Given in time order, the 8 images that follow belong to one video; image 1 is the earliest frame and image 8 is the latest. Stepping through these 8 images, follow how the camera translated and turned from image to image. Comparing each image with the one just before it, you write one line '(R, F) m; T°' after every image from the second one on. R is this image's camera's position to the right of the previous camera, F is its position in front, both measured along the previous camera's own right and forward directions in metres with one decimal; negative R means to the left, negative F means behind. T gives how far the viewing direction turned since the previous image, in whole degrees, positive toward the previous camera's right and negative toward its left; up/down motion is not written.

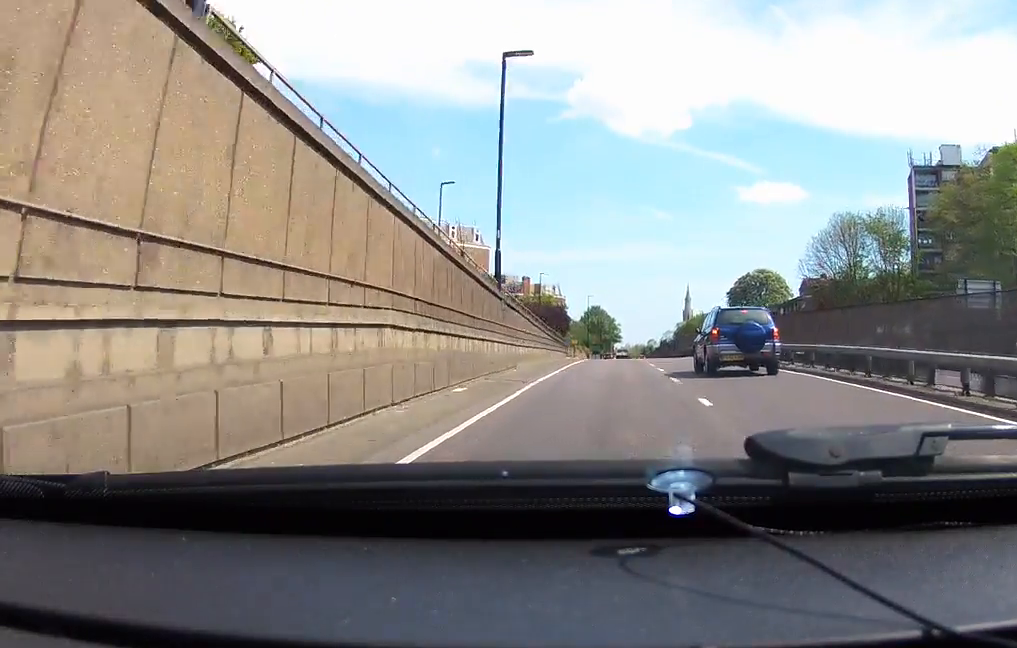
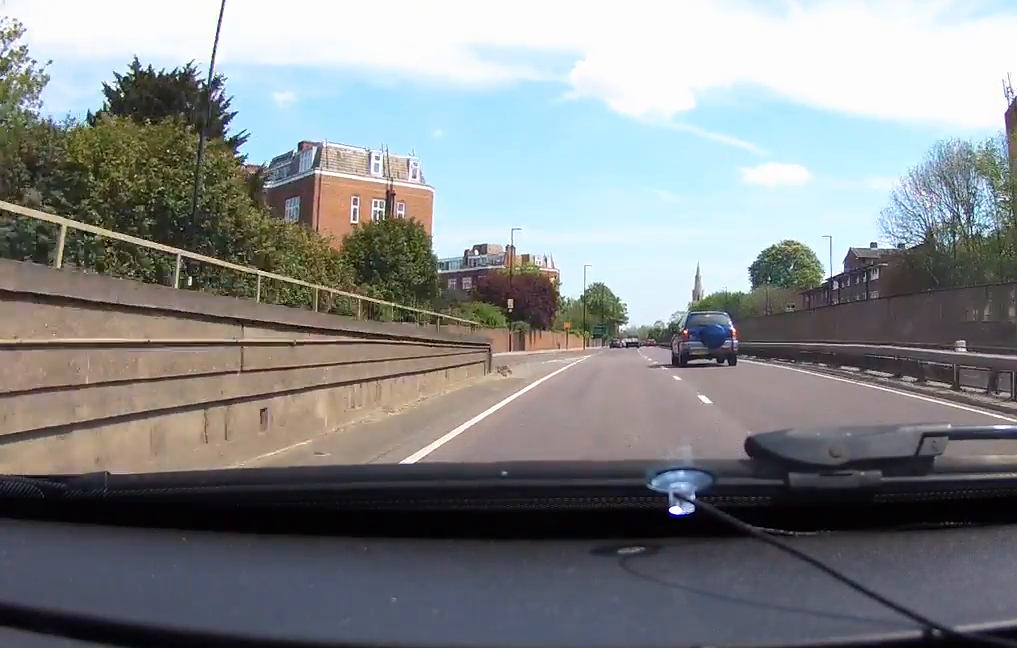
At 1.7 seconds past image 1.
(+0.9, +28.4) m; +2°
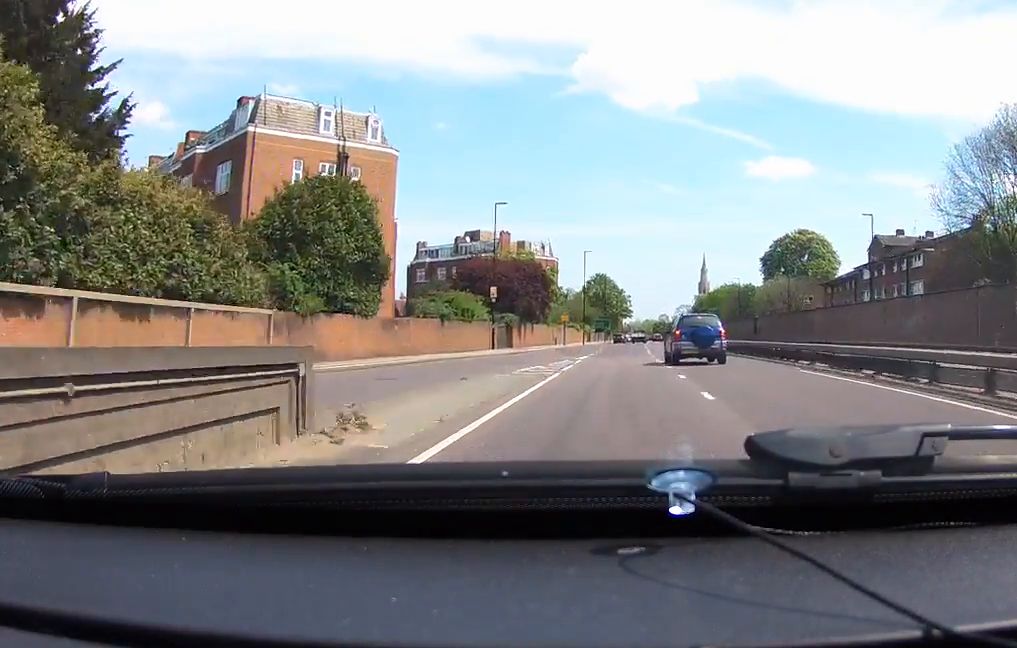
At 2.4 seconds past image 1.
(0.0, +10.9) m; -1°
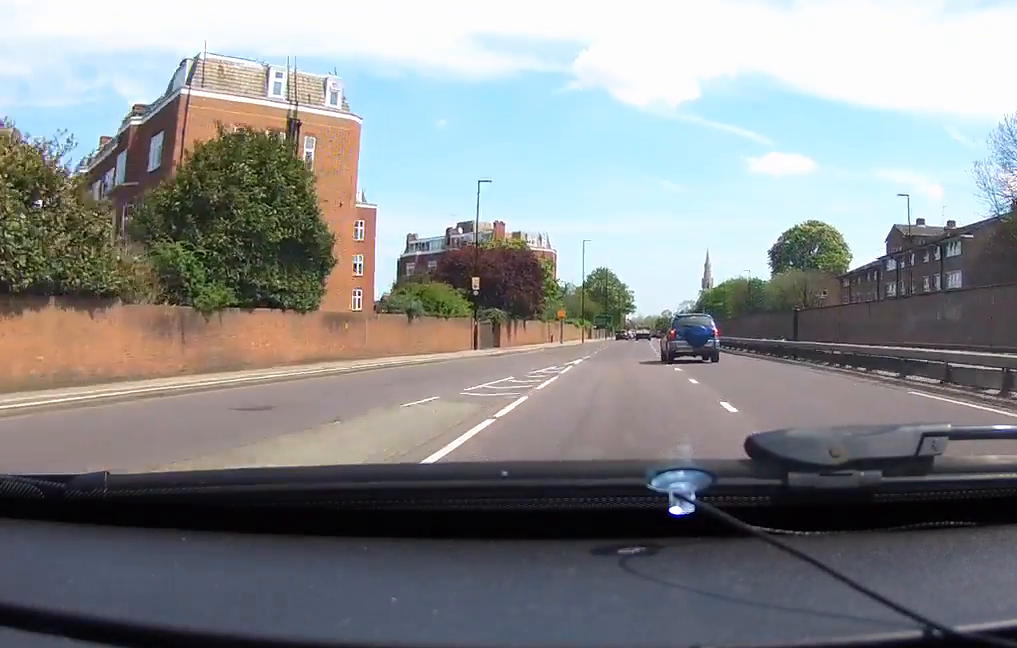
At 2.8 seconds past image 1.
(+0.1, +7.6) m; -1°
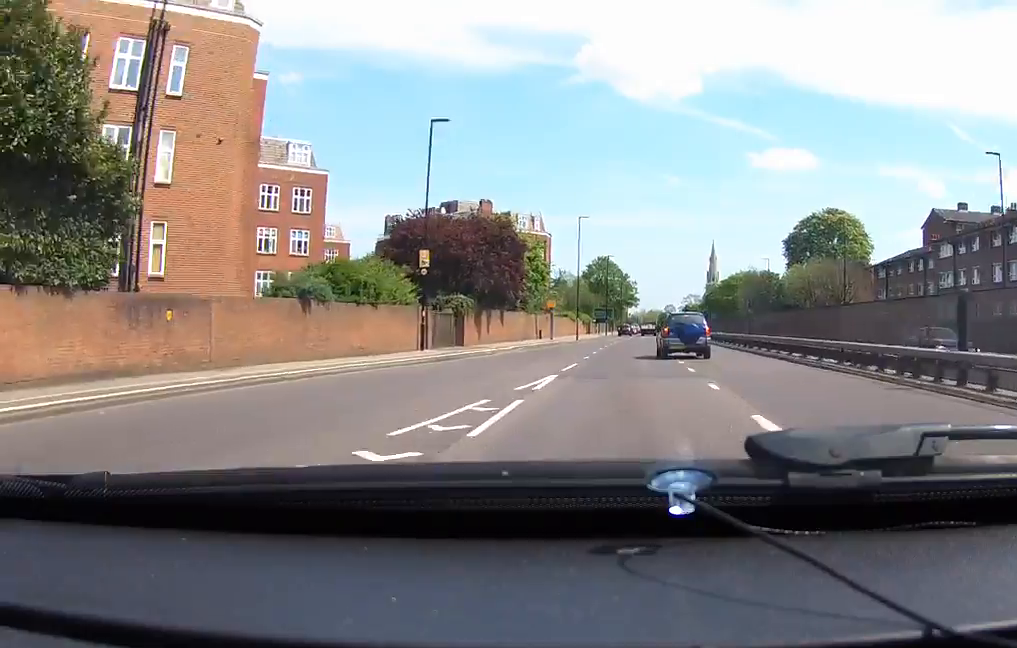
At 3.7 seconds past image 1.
(-0.3, +13.3) m; -1°
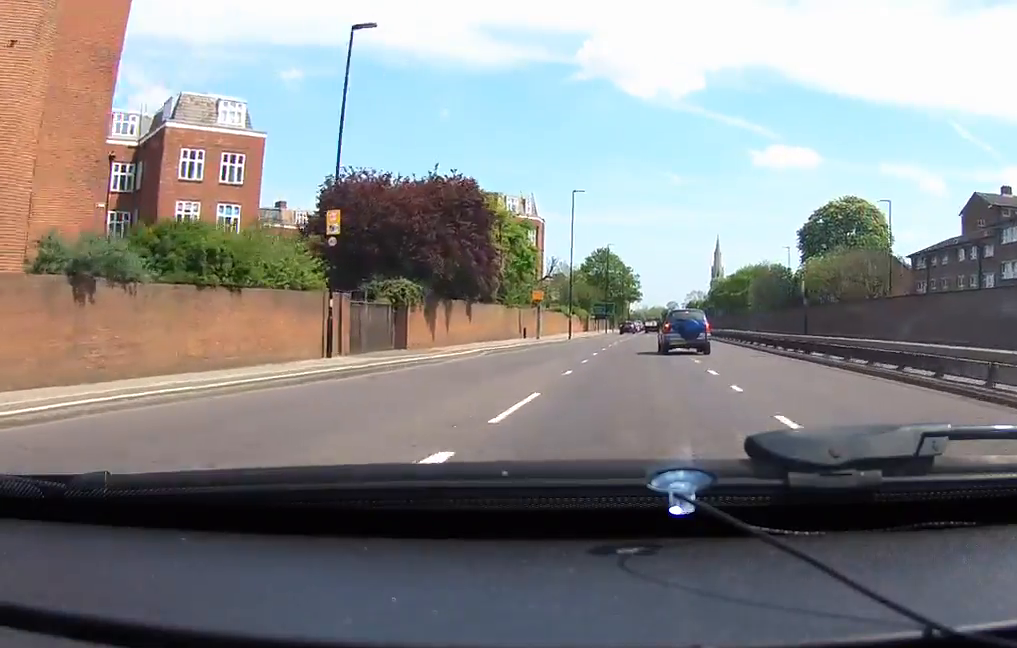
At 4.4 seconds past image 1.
(0.0, +11.5) m; 0°
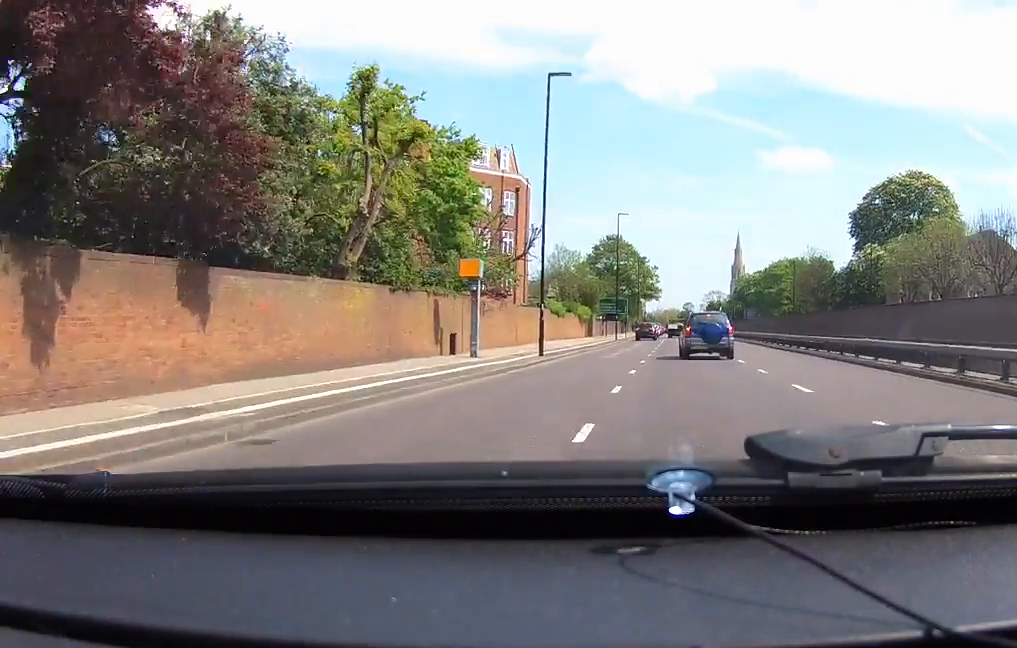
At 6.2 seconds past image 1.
(+0.3, +27.3) m; +2°
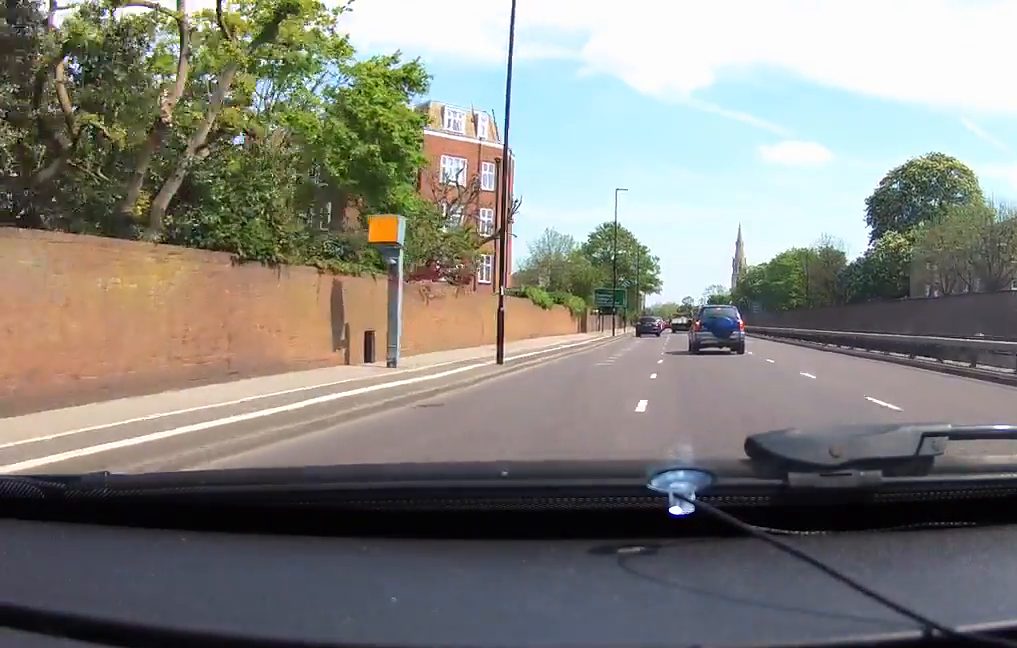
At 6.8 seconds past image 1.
(+0.3, +10.0) m; 0°
